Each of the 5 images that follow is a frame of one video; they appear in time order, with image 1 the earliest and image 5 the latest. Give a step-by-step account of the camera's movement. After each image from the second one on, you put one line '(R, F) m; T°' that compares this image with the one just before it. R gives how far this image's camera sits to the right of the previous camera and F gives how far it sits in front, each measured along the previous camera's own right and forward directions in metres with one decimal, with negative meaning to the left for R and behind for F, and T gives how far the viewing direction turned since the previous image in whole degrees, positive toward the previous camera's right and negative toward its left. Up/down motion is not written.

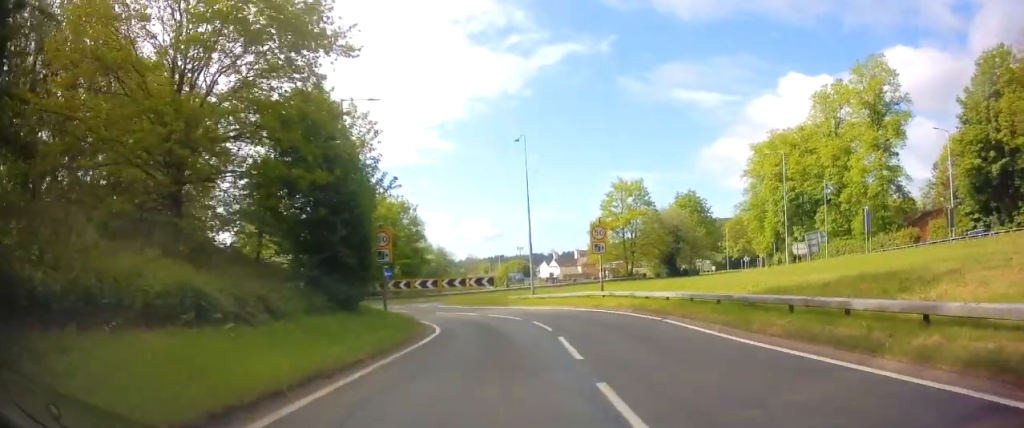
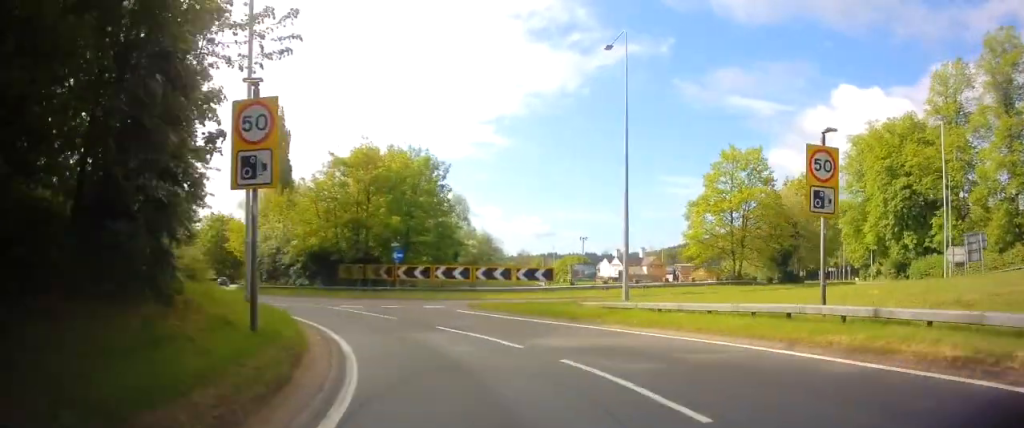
(+0.3, +18.5) m; -2°
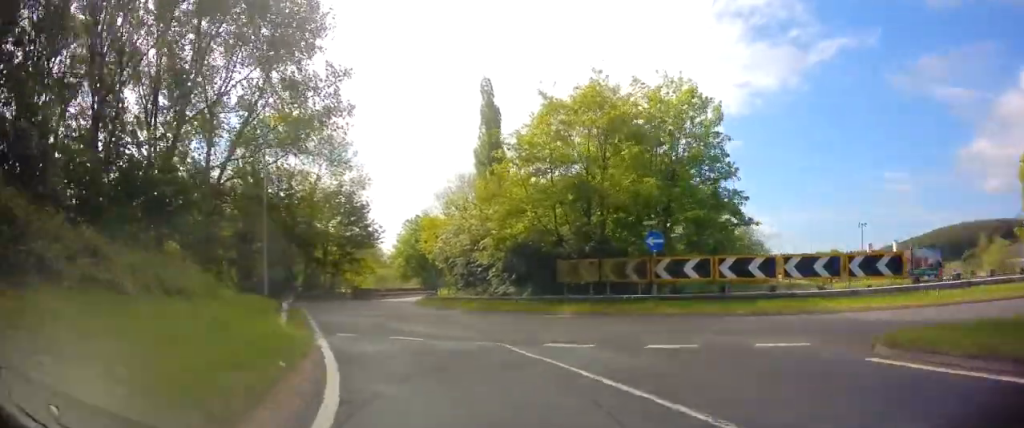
(-1.5, +15.8) m; -16°
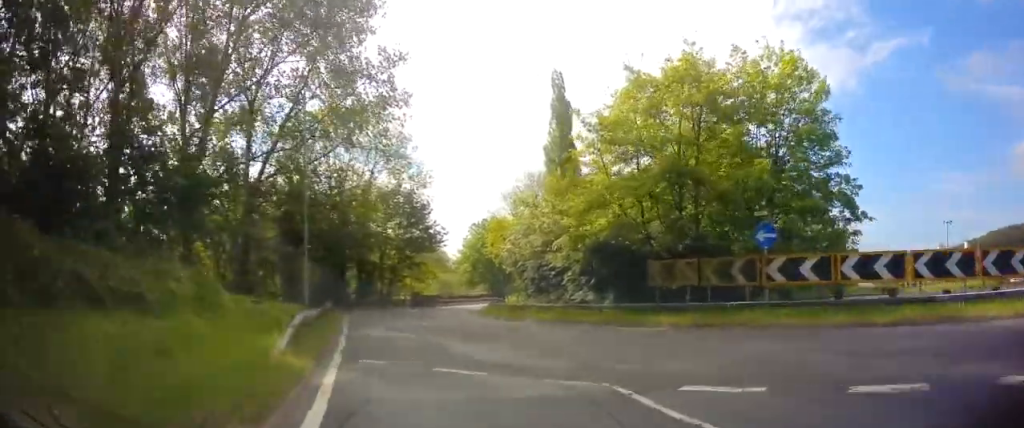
(-0.3, +4.3) m; -8°
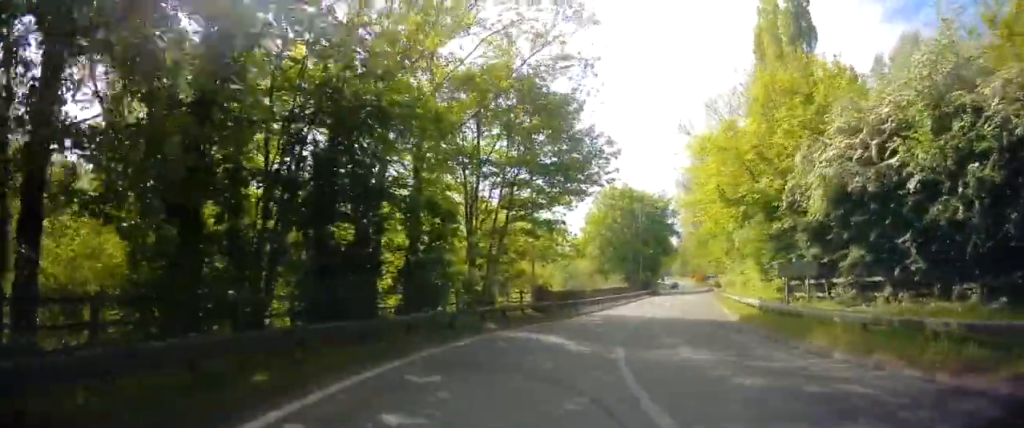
(-6.6, +26.9) m; -15°
